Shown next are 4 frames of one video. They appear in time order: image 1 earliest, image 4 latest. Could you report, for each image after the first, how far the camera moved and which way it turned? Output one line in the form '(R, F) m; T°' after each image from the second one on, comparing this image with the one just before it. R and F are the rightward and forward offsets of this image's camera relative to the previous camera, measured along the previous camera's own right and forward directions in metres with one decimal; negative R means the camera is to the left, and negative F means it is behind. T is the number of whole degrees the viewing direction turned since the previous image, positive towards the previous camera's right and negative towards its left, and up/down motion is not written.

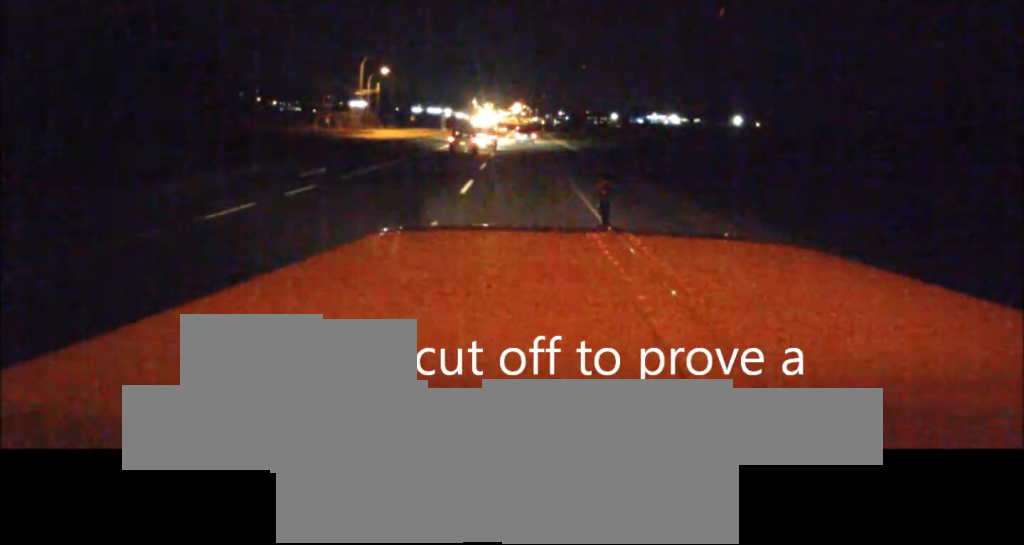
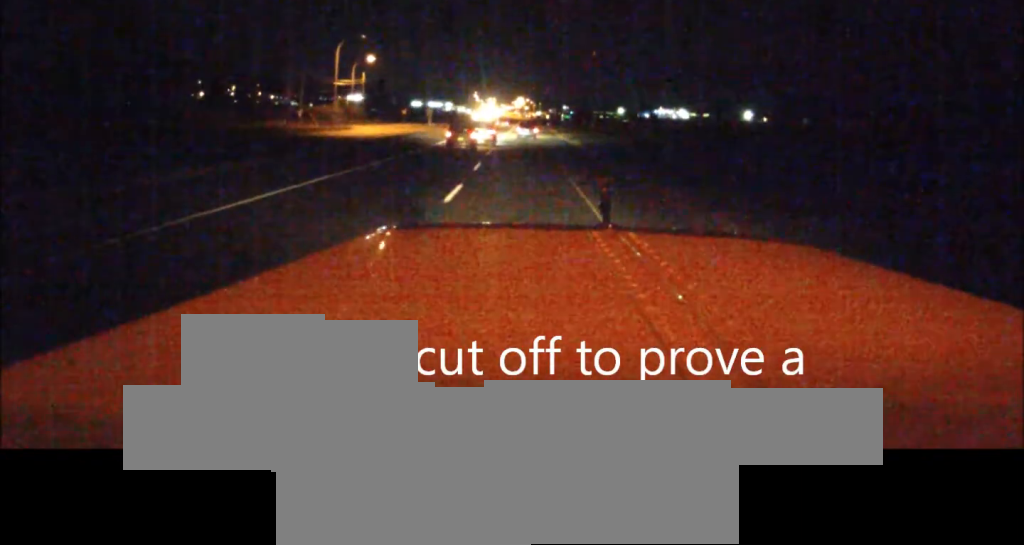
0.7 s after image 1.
(+0.1, +17.6) m; 0°
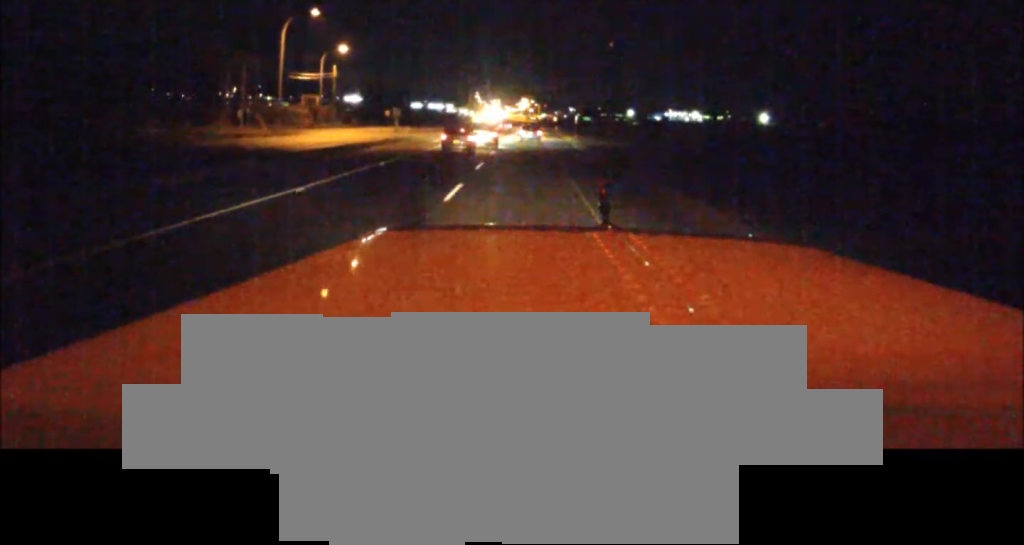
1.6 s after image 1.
(-0.2, +25.1) m; 0°
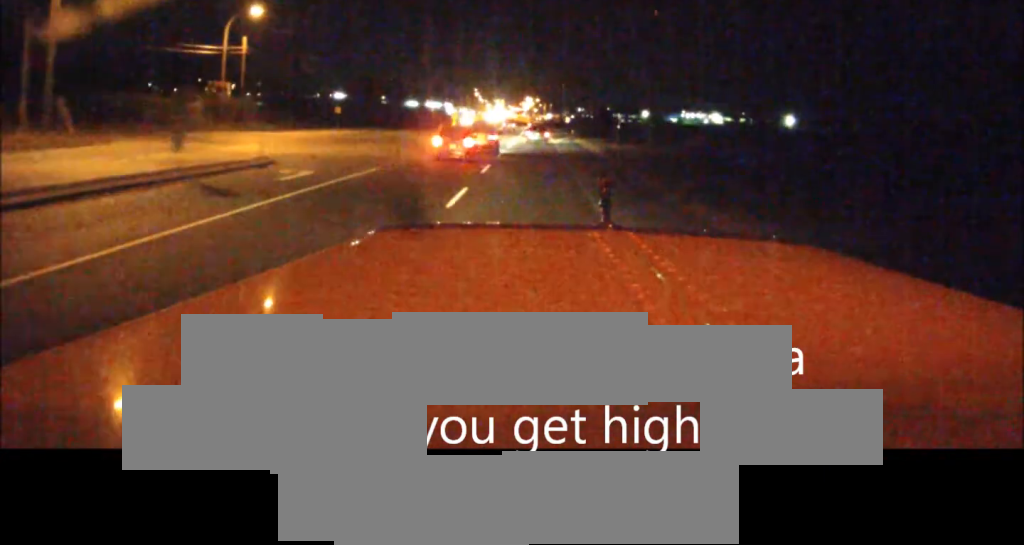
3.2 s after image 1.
(+0.1, +41.1) m; 0°
